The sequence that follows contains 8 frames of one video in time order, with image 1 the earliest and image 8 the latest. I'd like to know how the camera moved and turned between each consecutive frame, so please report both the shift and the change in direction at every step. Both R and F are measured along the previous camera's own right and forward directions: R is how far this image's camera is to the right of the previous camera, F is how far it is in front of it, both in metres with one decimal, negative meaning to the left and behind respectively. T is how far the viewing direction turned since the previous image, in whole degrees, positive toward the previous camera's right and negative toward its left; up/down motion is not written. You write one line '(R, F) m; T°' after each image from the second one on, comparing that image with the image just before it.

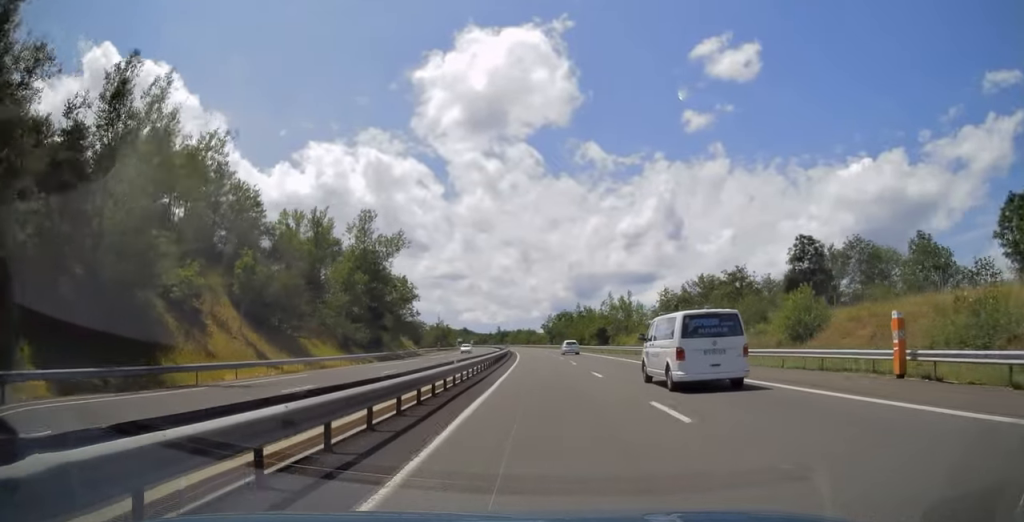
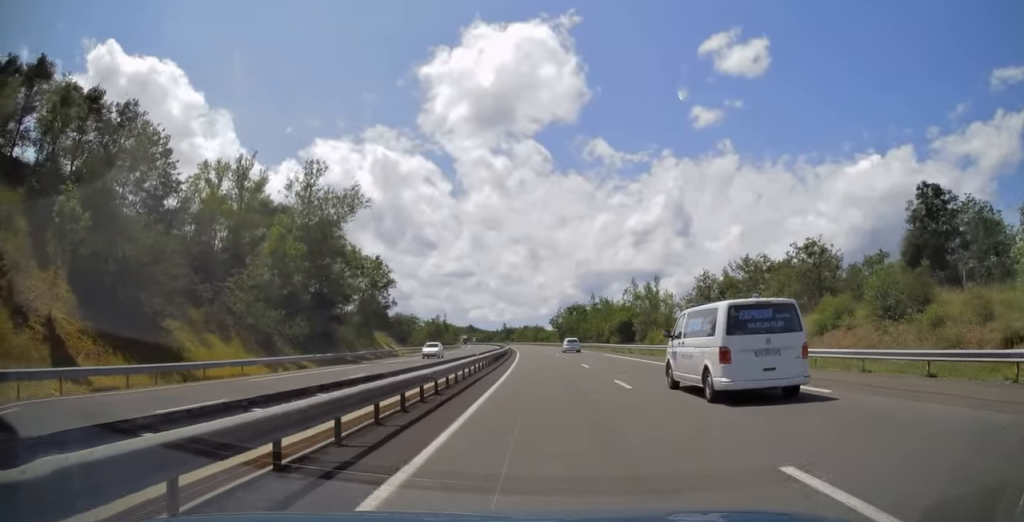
(-0.2, +19.5) m; -1°
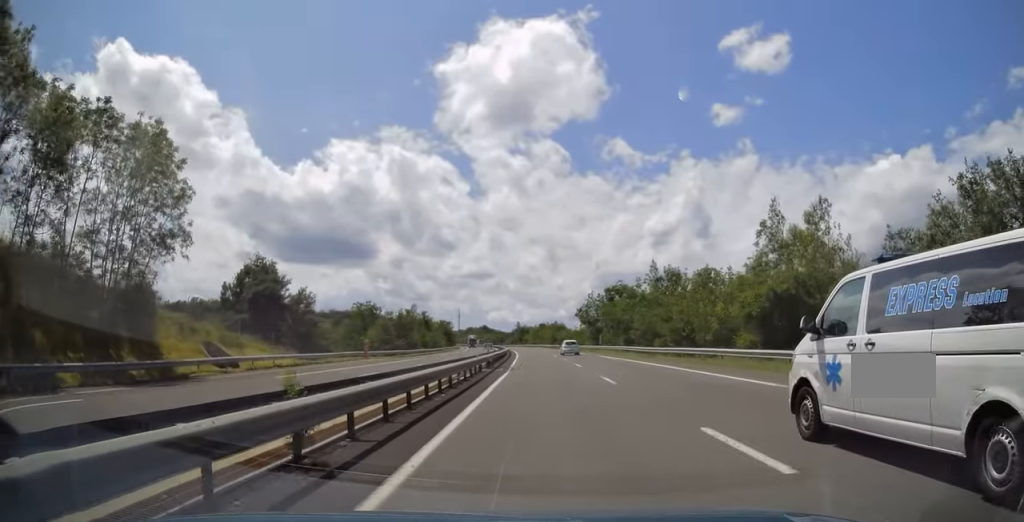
(-0.8, +49.6) m; -1°
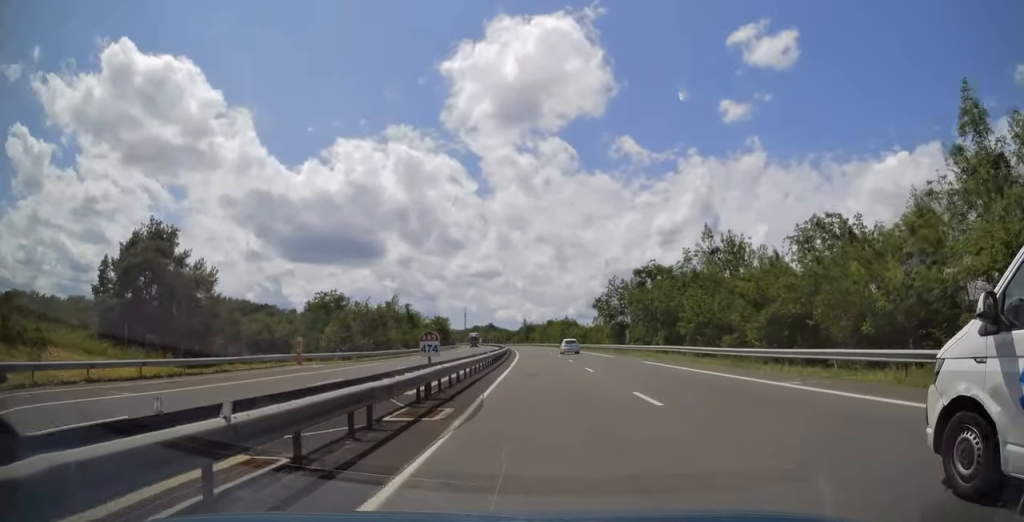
(+0.1, +20.1) m; 0°
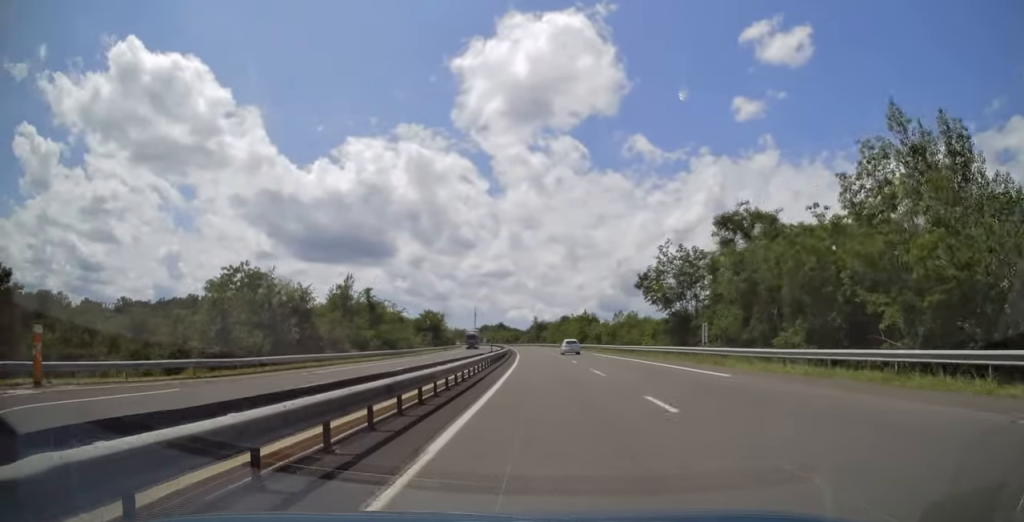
(-0.3, +27.2) m; -1°
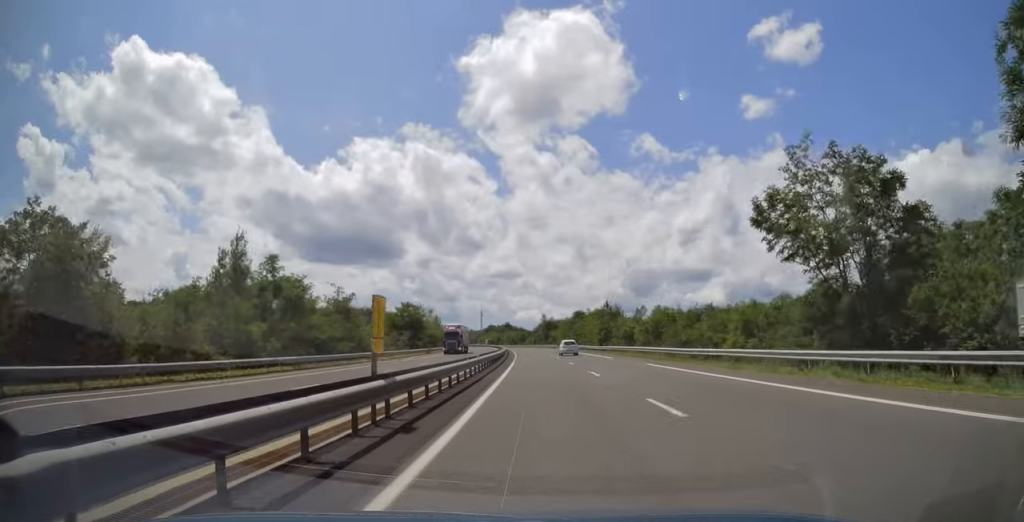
(-0.3, +26.6) m; -1°
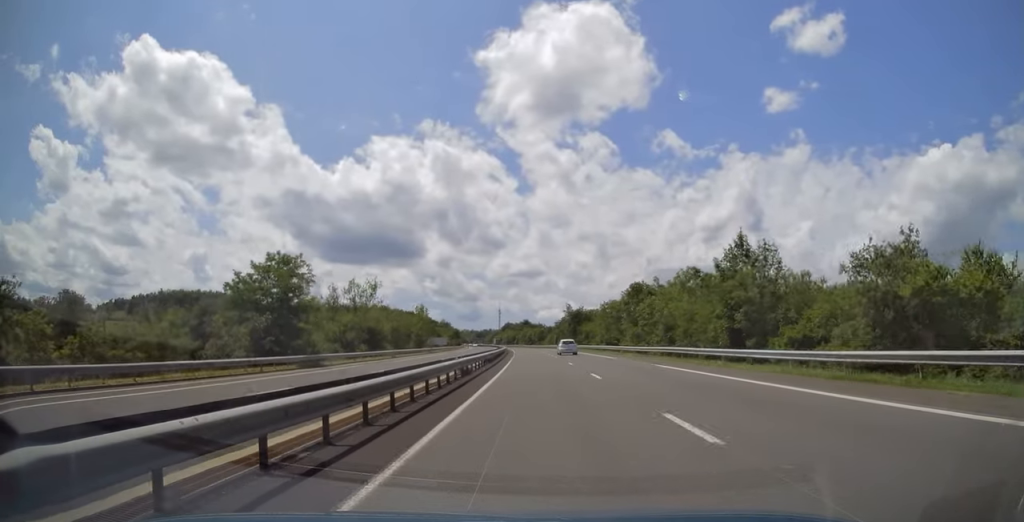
(-1.1, +54.8) m; -2°
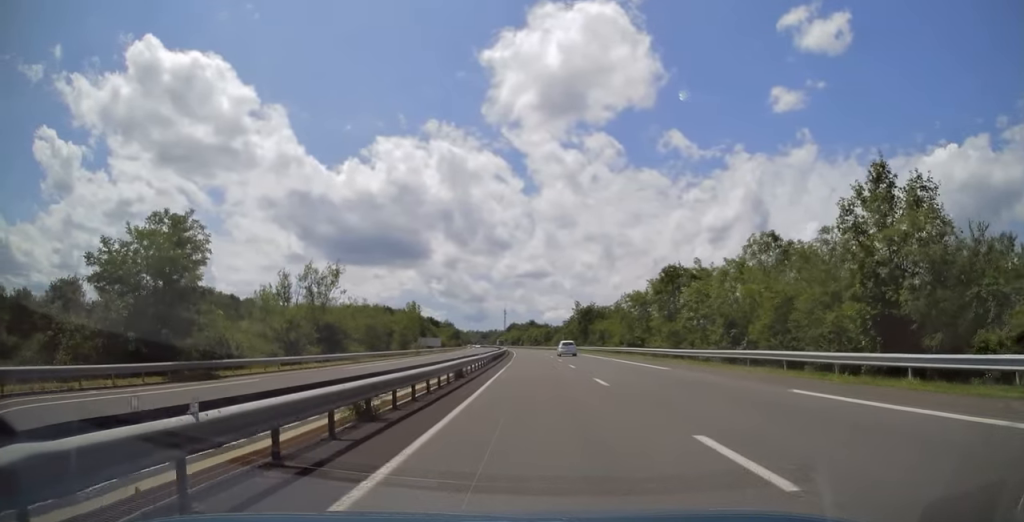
(-0.2, +15.5) m; 0°
